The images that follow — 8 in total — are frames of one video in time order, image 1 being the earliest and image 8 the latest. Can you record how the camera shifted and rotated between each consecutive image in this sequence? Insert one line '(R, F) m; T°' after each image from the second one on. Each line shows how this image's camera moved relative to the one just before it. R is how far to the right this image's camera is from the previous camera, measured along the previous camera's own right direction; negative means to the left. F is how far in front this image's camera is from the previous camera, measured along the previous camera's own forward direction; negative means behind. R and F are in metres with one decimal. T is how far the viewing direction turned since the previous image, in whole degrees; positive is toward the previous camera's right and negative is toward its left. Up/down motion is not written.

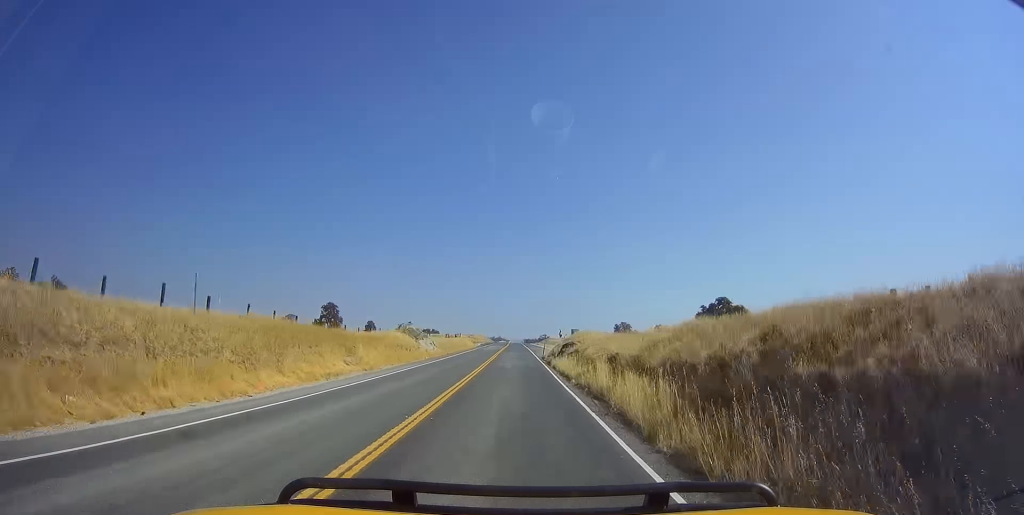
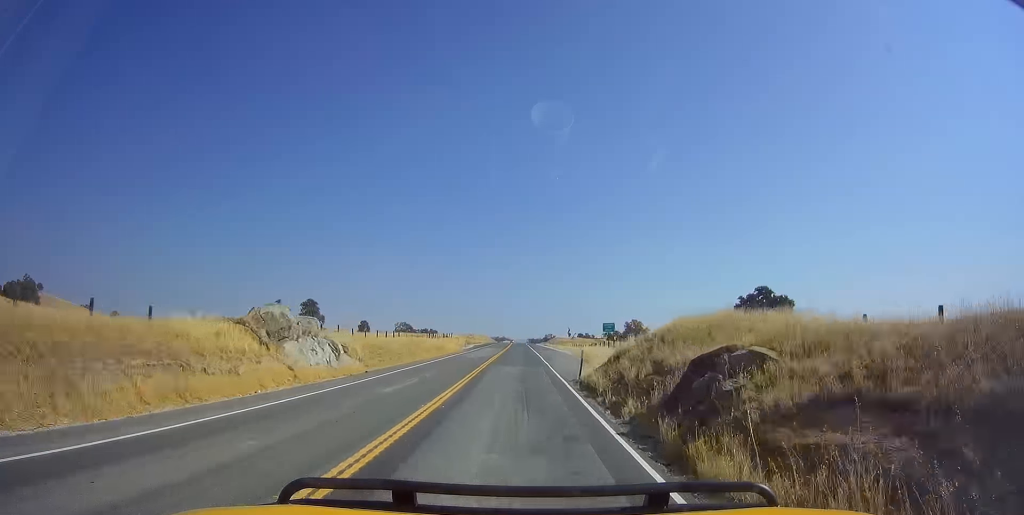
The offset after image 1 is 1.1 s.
(+0.6, +27.6) m; 0°
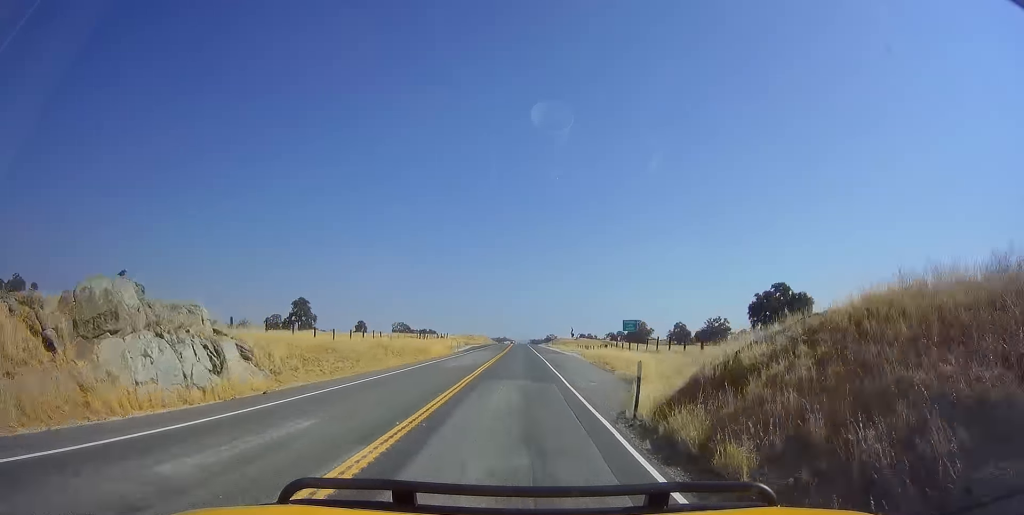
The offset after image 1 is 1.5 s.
(-0.3, +9.8) m; 0°
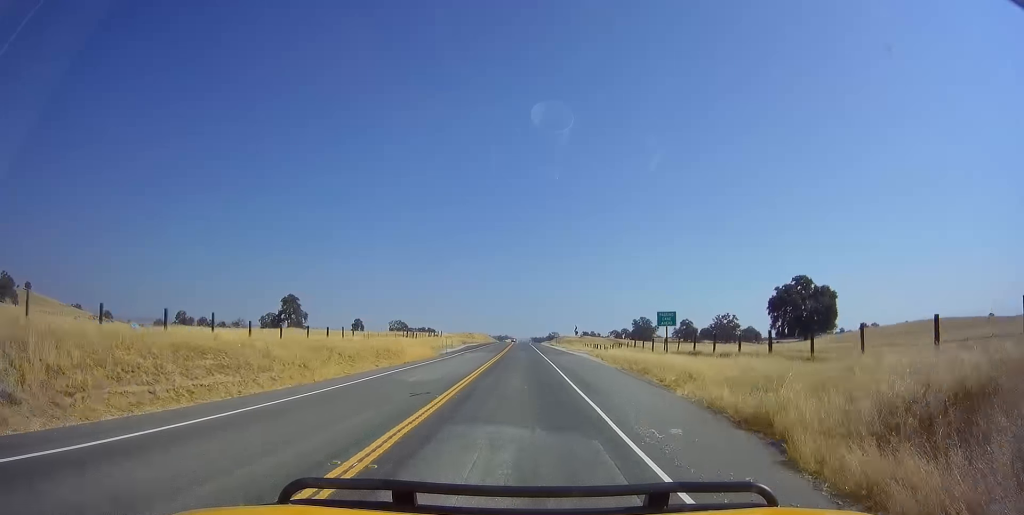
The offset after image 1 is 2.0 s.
(-0.3, +10.6) m; 0°
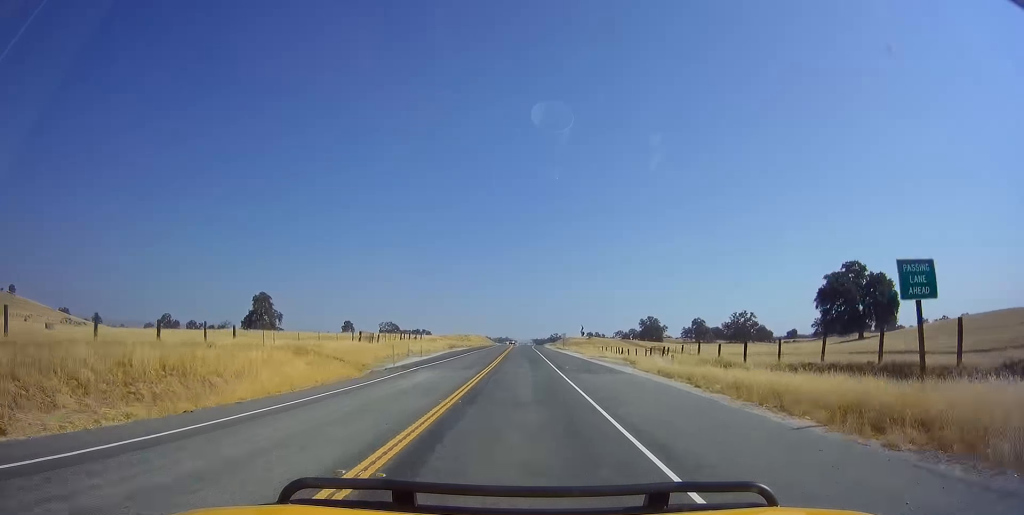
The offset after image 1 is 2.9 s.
(+0.4, +22.1) m; 0°
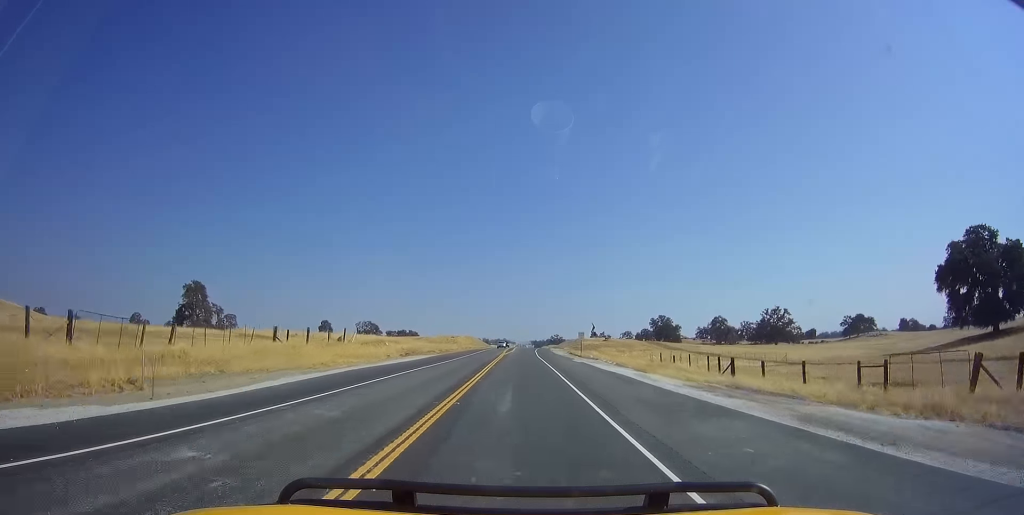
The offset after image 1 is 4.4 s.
(-0.4, +36.9) m; 0°
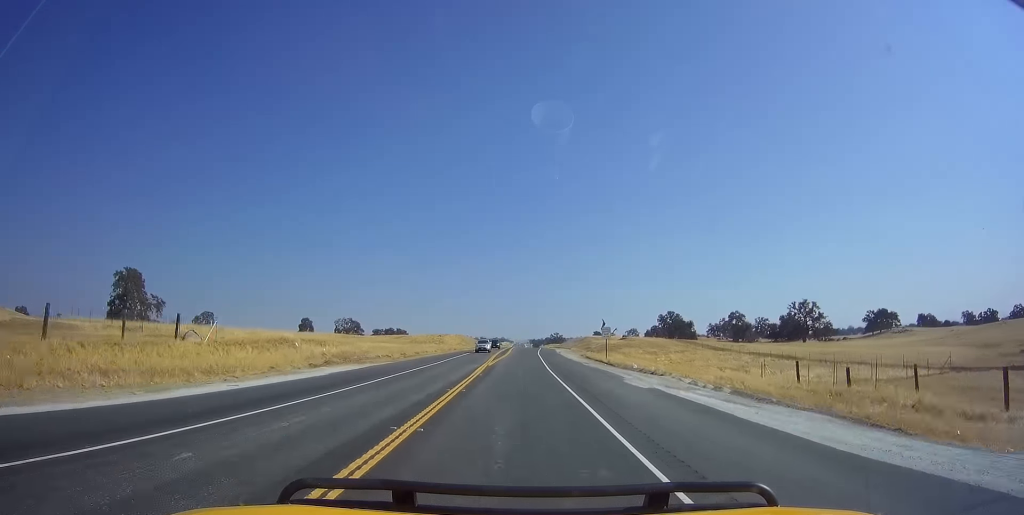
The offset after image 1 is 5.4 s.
(+0.3, +25.5) m; 0°
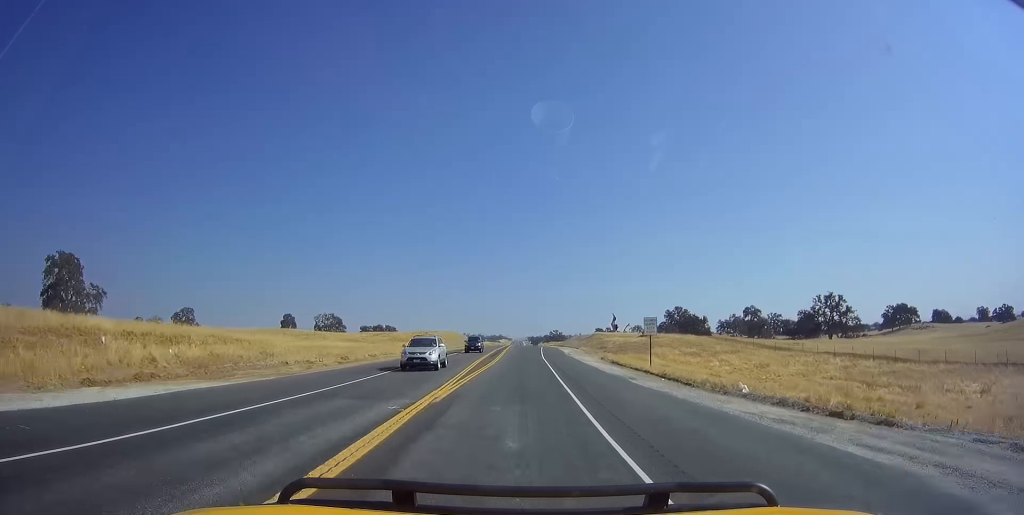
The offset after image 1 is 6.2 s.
(-0.4, +19.7) m; 0°
